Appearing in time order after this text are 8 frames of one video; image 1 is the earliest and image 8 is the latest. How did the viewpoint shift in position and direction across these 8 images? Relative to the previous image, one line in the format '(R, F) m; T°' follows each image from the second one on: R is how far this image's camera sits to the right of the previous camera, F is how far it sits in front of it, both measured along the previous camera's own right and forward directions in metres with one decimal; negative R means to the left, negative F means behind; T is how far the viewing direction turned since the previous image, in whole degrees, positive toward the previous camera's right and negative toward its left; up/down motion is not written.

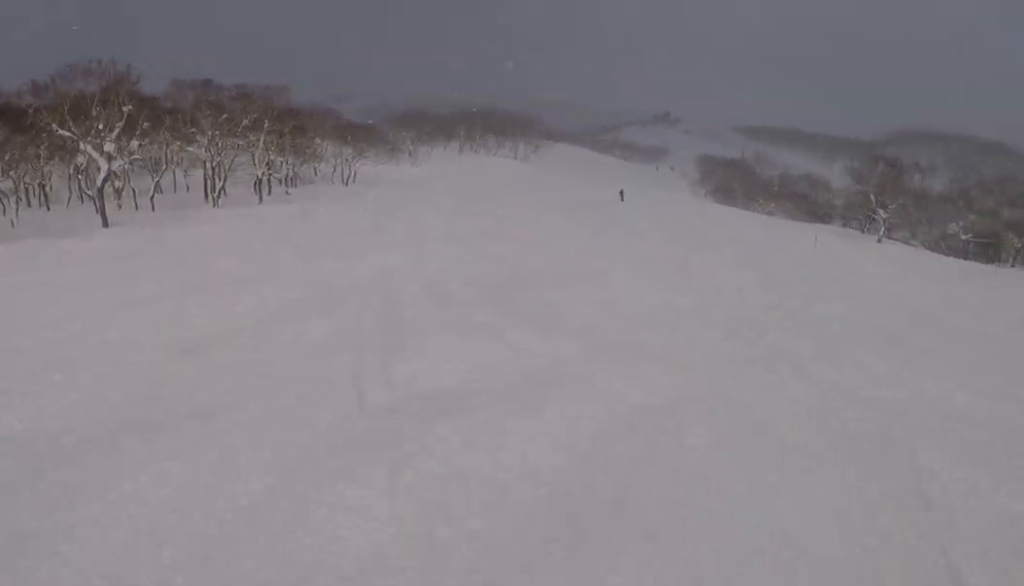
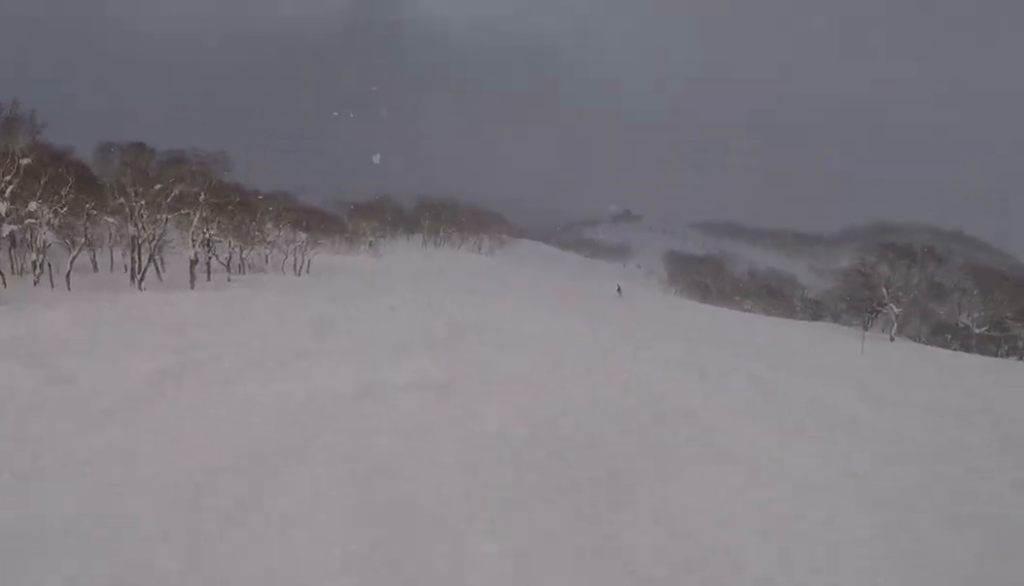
(+0.1, +9.1) m; +1°
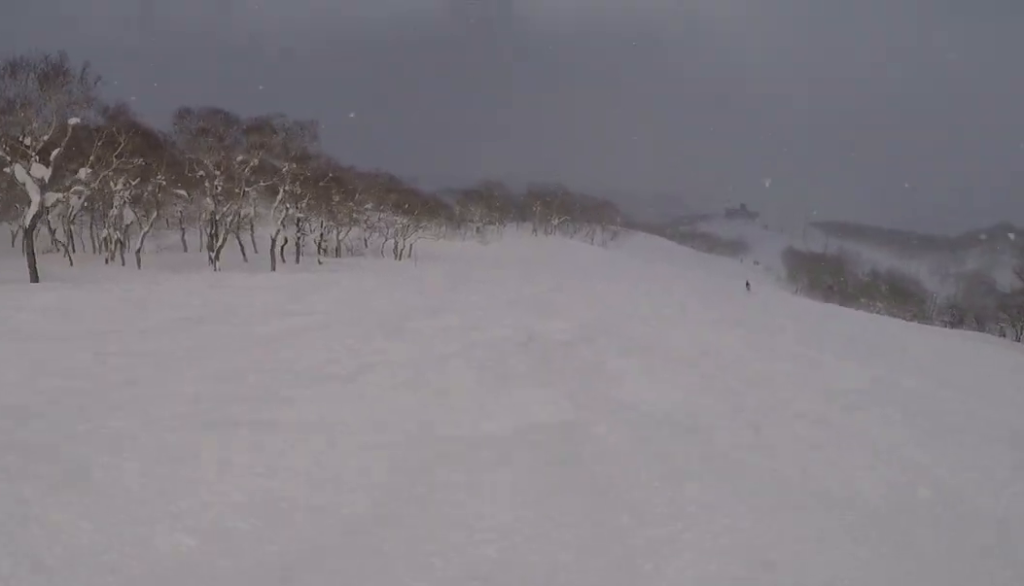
(0.0, +5.9) m; +1°
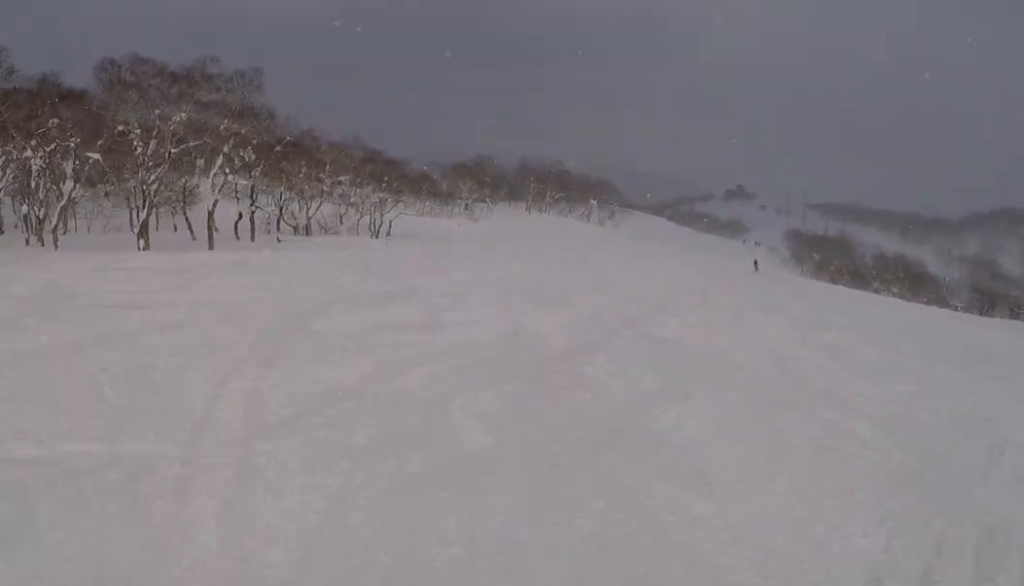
(+0.1, +8.3) m; +1°
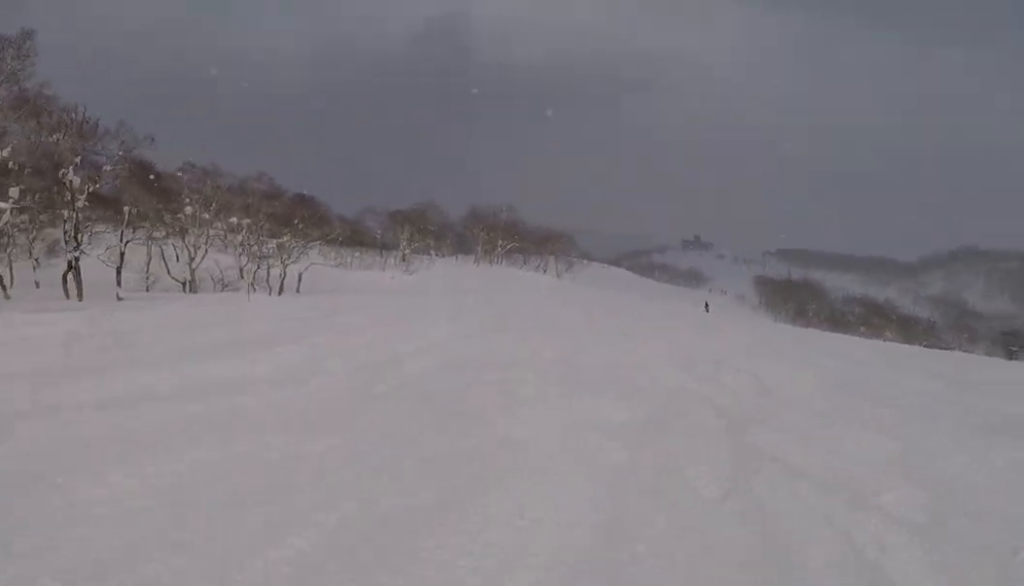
(+0.1, +15.2) m; 0°
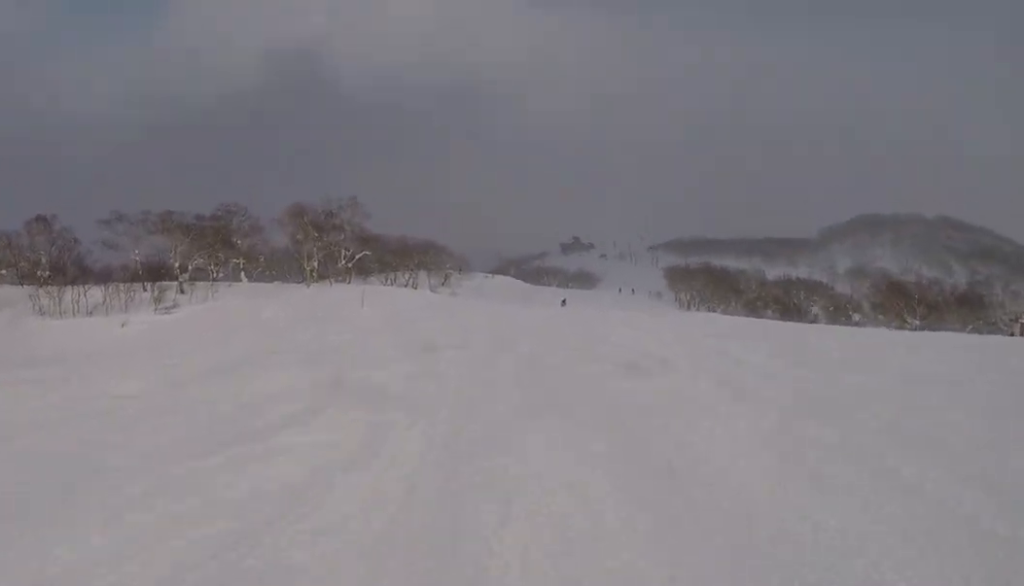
(+3.0, +36.7) m; +6°
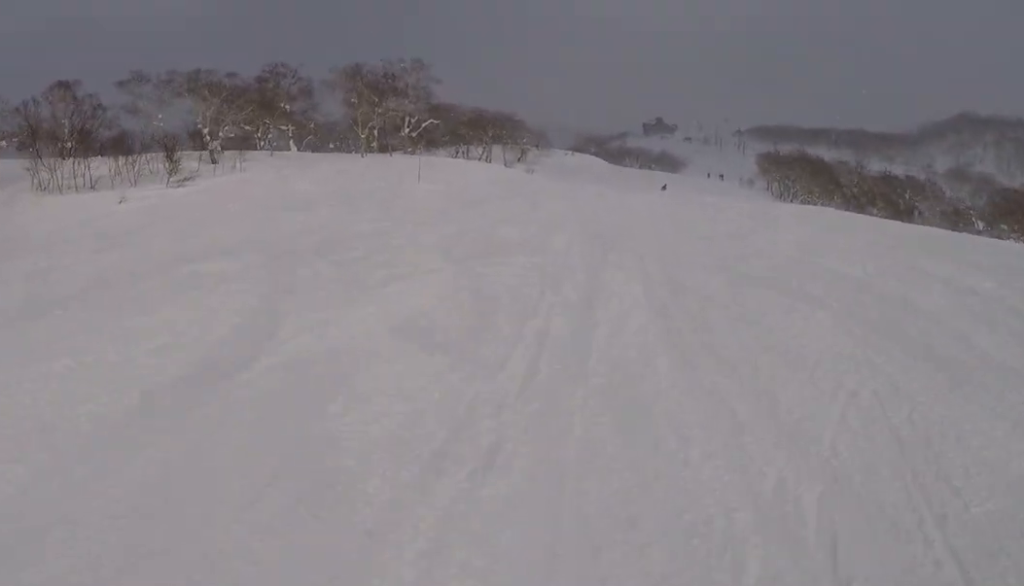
(-0.9, +8.4) m; 0°
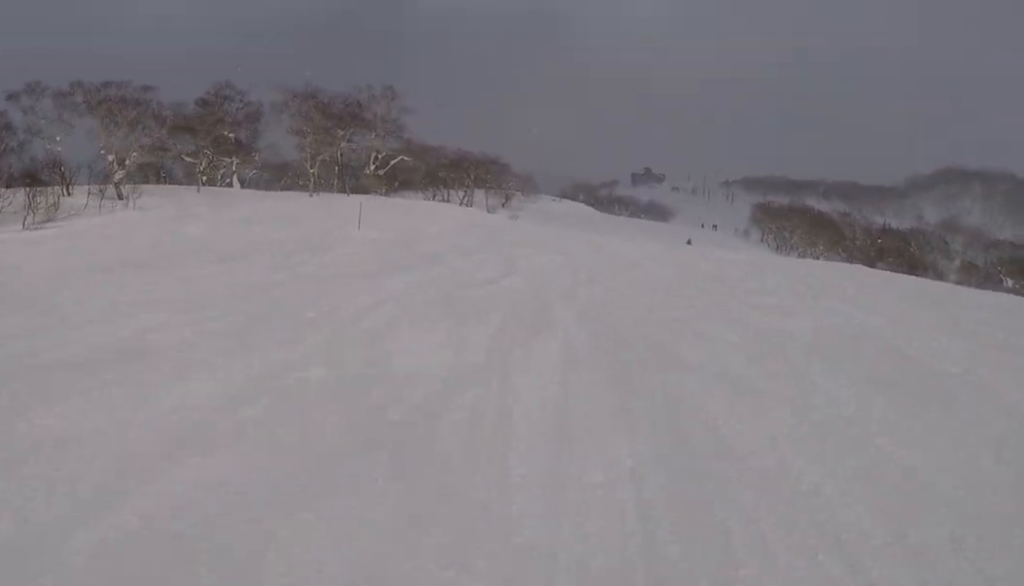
(+1.1, +10.7) m; +5°
